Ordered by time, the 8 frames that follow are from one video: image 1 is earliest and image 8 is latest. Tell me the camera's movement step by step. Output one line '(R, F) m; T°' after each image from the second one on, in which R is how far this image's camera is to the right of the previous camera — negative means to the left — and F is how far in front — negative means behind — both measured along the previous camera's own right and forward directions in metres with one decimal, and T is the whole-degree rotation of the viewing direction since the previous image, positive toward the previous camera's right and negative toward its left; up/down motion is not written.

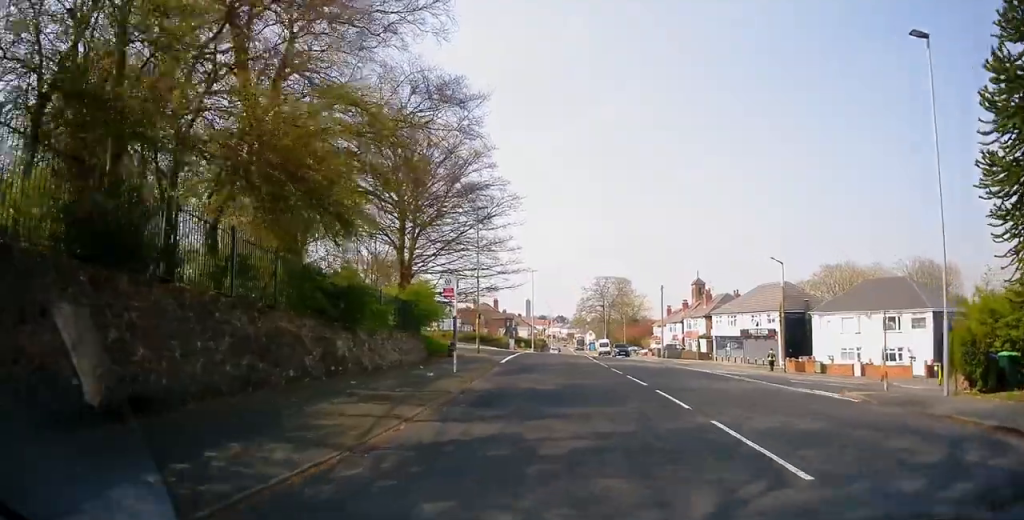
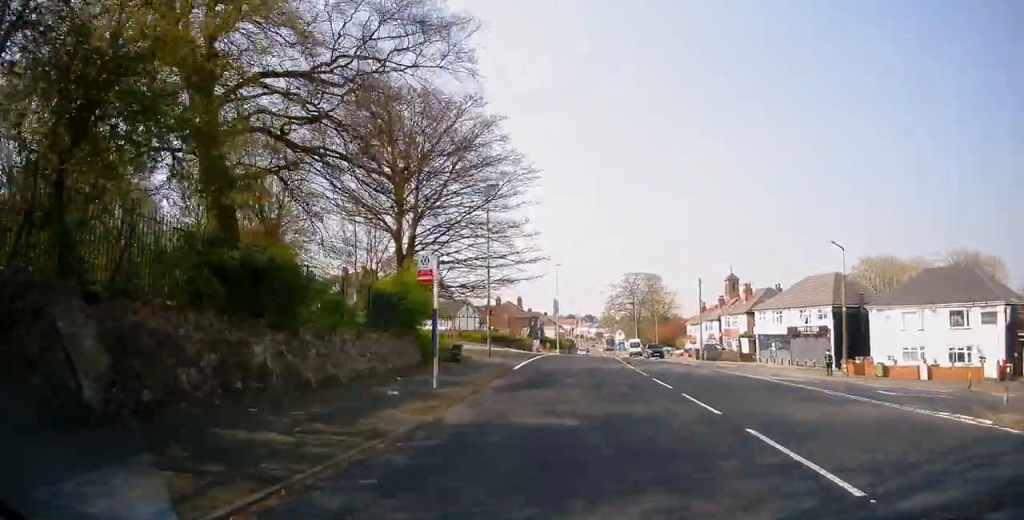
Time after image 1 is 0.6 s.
(-0.2, +6.1) m; -3°
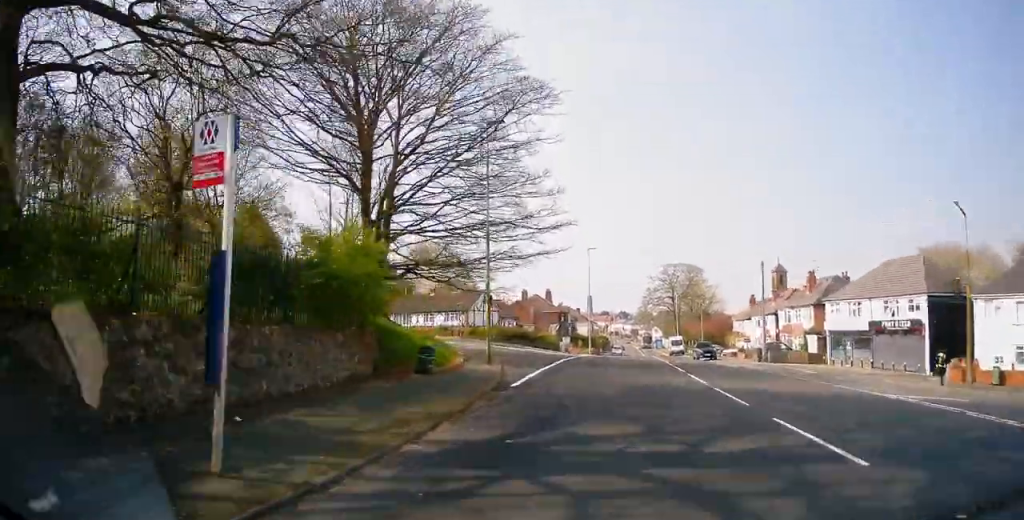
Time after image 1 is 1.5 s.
(-0.4, +10.0) m; -3°
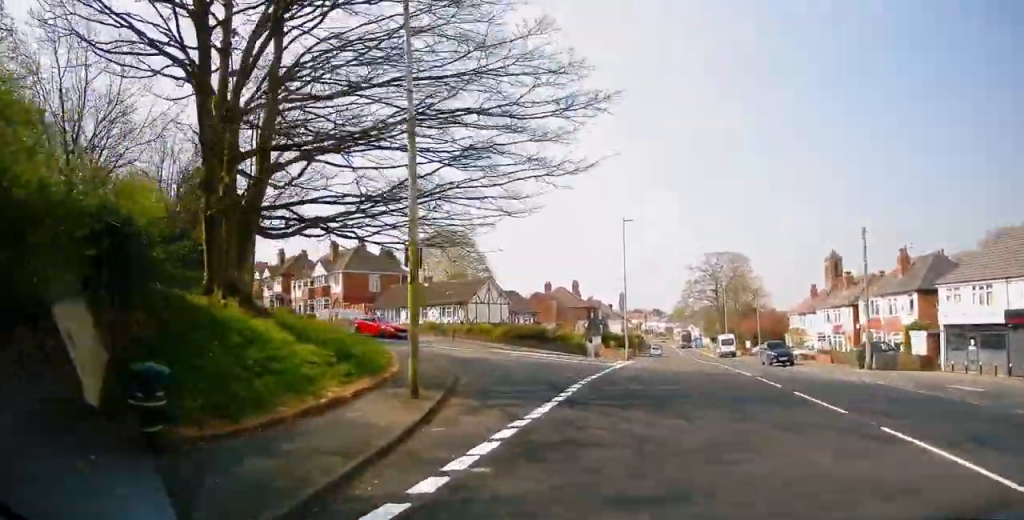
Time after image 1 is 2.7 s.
(-0.4, +12.8) m; -4°
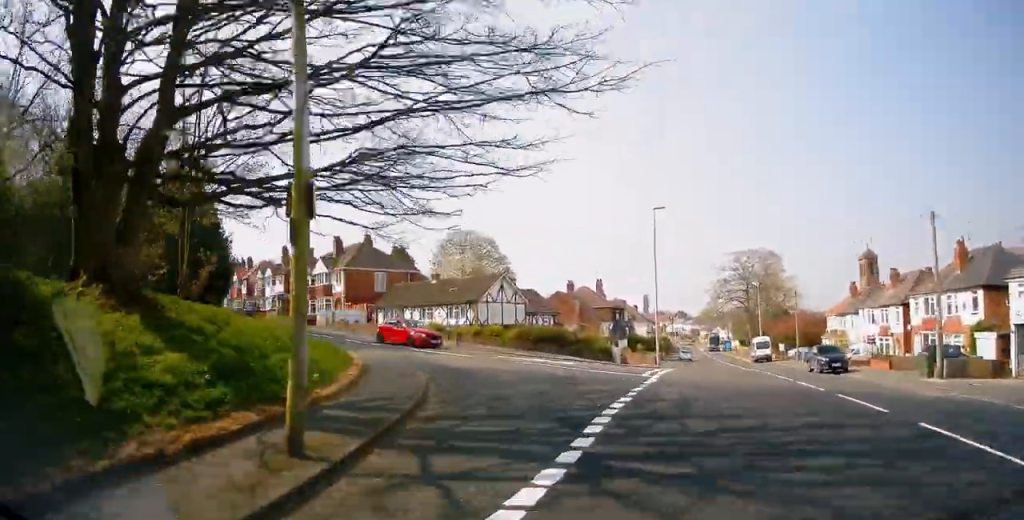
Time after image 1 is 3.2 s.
(-0.1, +5.2) m; -2°
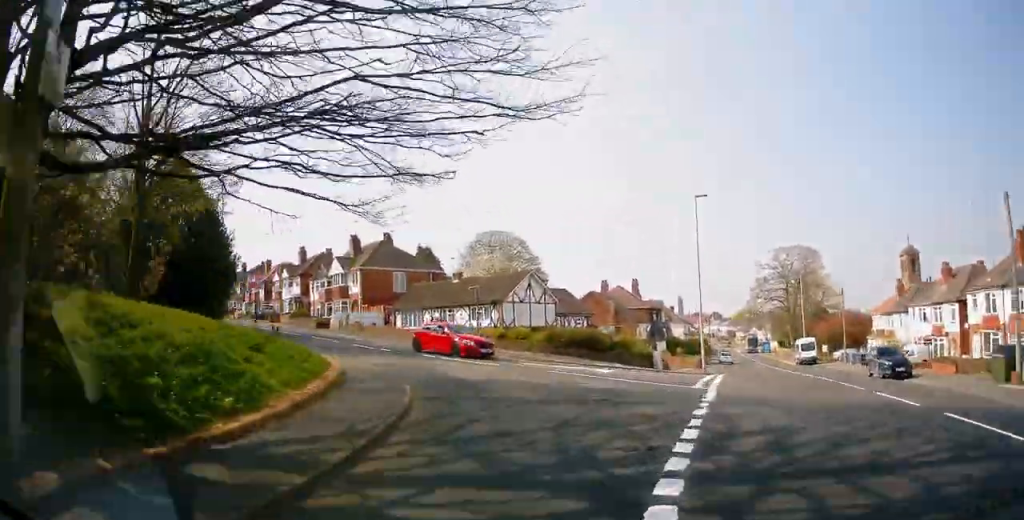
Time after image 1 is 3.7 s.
(-0.1, +4.1) m; -4°
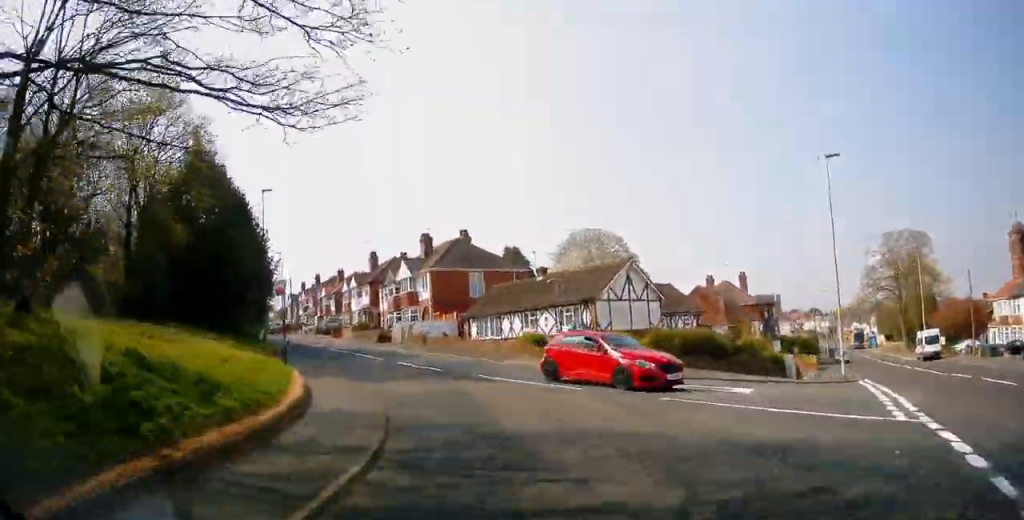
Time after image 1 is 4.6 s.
(-0.4, +7.8) m; -10°
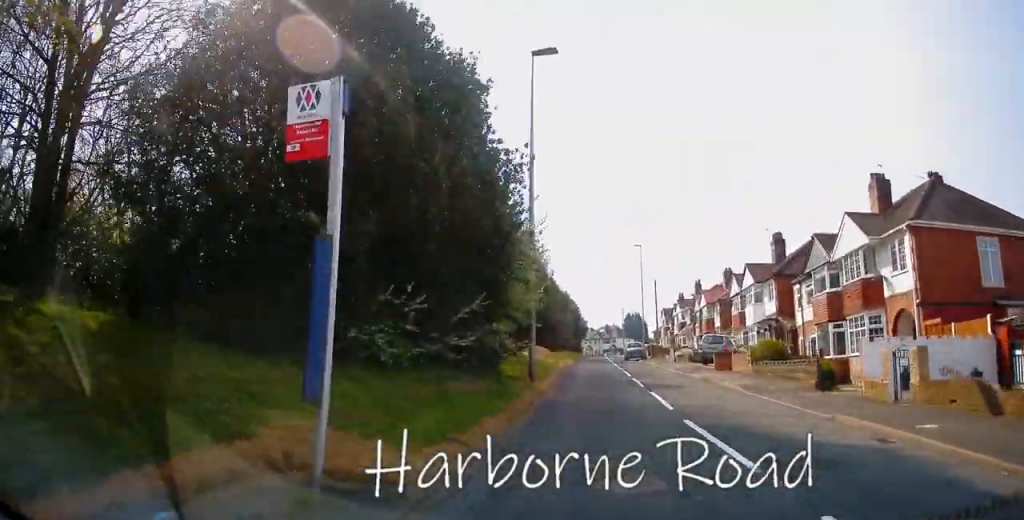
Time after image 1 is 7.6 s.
(-9.4, +22.8) m; -38°
